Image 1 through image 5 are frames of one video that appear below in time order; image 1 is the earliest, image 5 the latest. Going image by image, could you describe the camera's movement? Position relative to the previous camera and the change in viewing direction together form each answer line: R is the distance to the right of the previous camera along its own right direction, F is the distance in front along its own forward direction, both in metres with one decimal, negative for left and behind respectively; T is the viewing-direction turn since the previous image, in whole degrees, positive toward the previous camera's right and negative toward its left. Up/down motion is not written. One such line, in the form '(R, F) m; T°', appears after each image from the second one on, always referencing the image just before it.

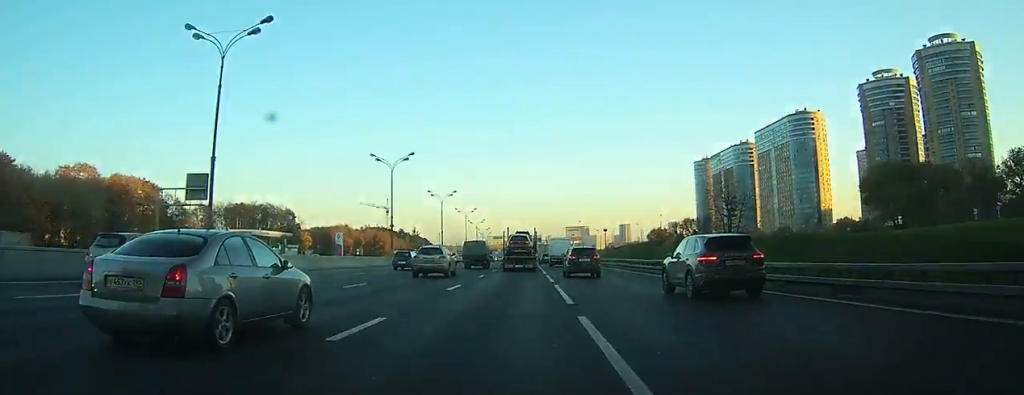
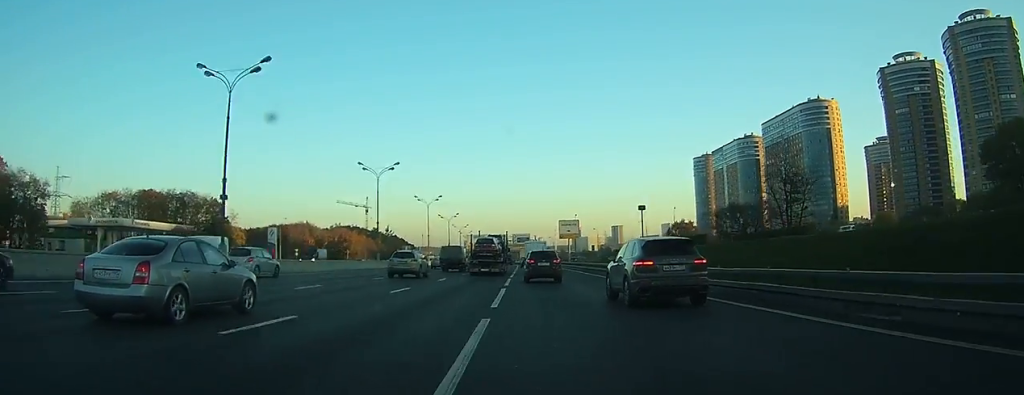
(+0.2, +34.7) m; 0°
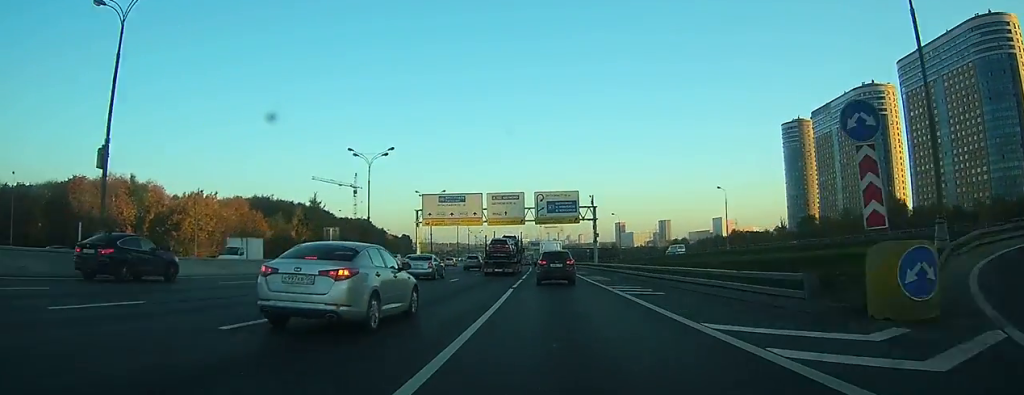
(-3.4, +135.2) m; -3°
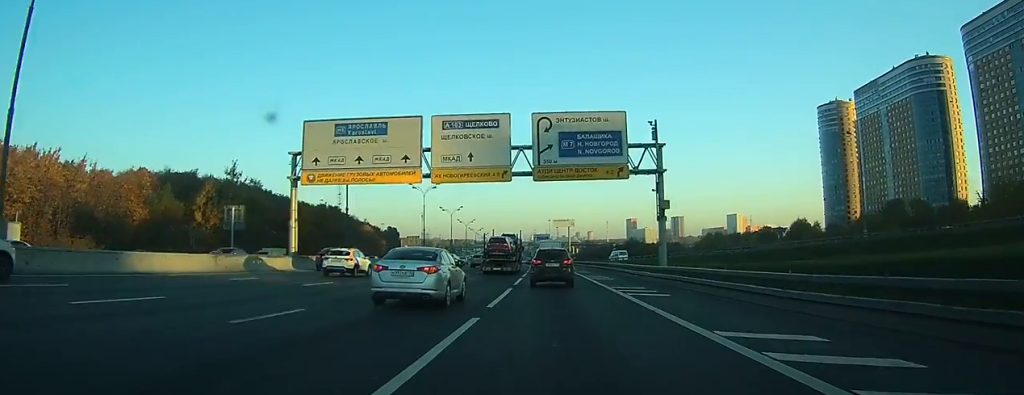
(-0.7, +42.5) m; -2°
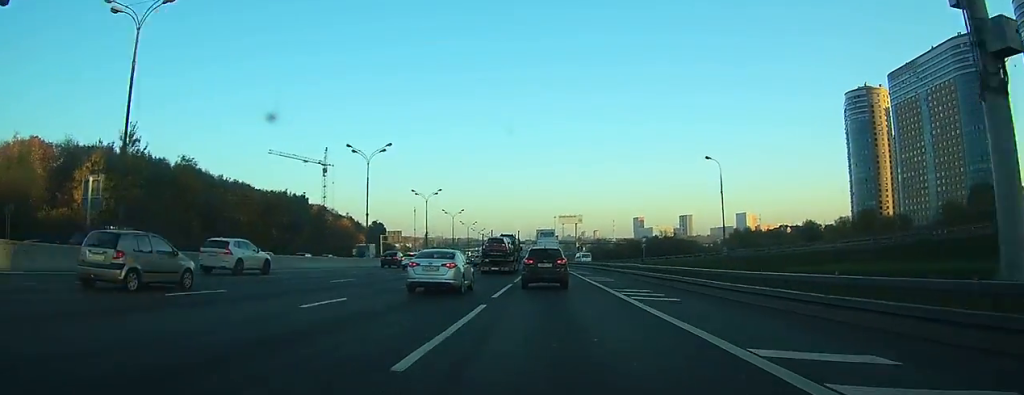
(-0.3, +31.5) m; -1°
